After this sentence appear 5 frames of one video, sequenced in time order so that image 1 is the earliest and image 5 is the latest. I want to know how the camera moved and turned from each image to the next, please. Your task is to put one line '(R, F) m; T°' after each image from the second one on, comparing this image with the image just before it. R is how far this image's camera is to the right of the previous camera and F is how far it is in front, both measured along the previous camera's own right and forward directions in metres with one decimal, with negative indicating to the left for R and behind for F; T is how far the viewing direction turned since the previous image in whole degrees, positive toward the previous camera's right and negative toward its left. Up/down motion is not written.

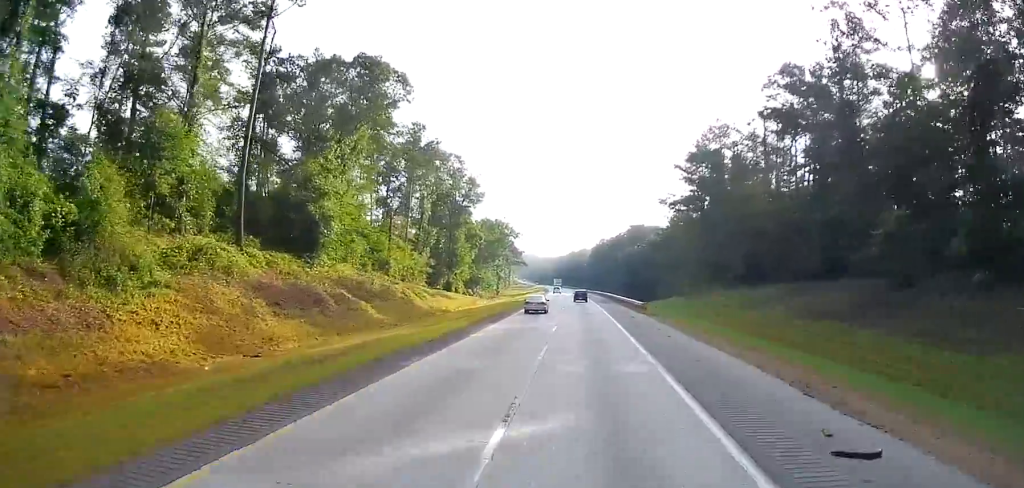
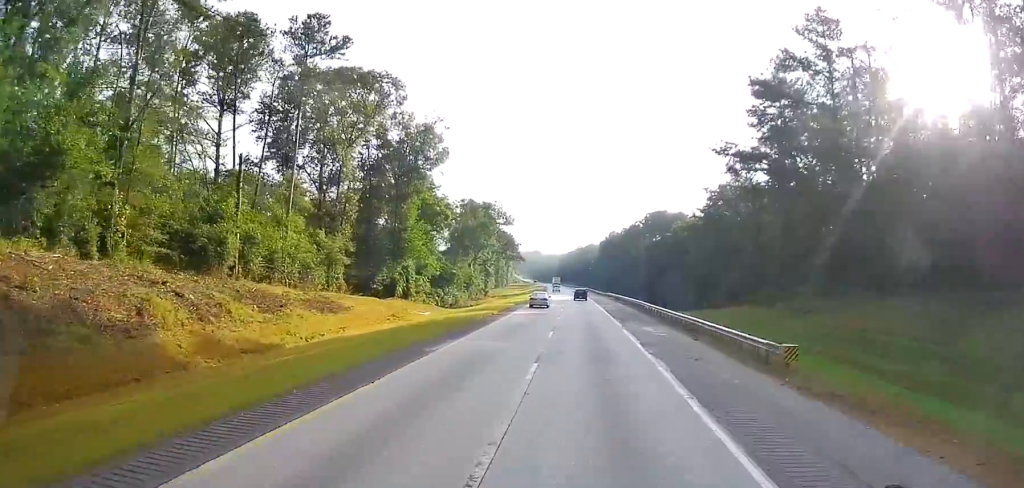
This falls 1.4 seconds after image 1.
(-1.4, +40.7) m; -2°
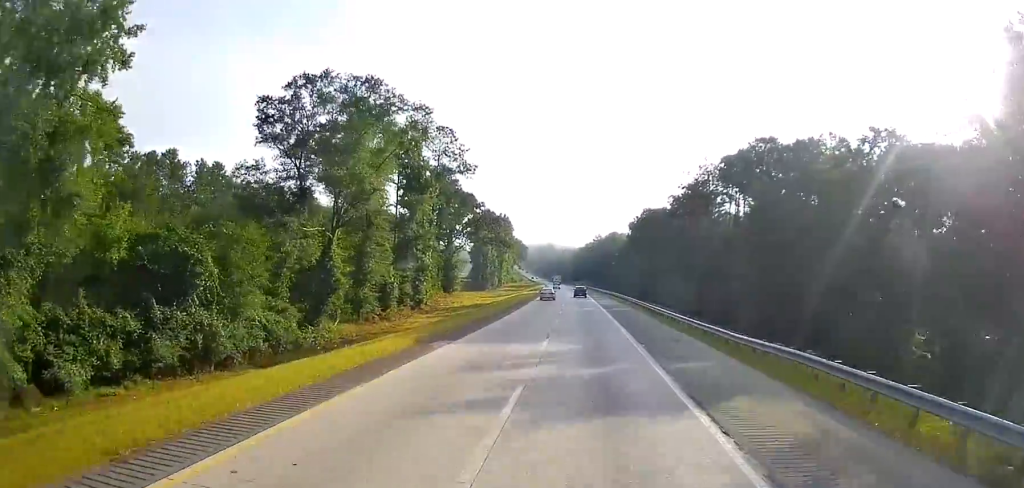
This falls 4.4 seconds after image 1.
(-1.1, +90.1) m; -1°
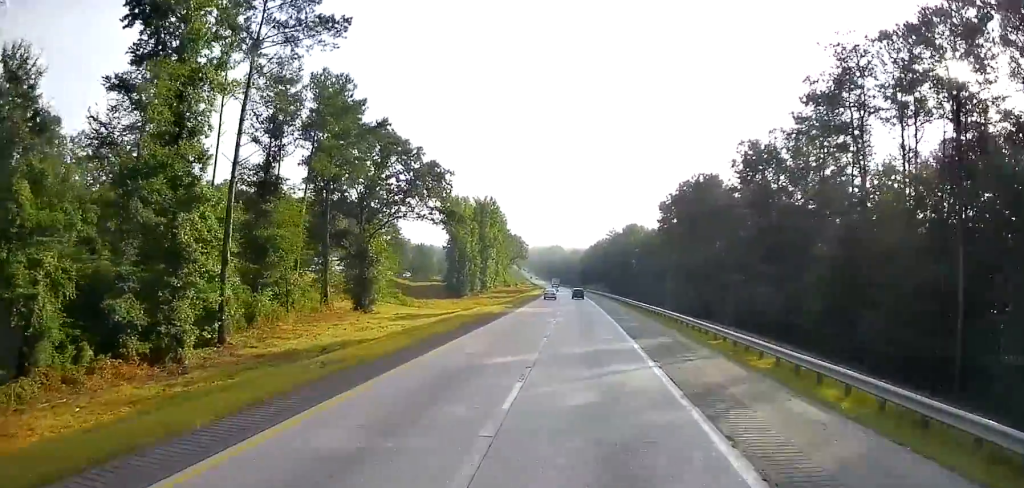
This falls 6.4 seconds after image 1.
(-0.2, +60.6) m; -1°
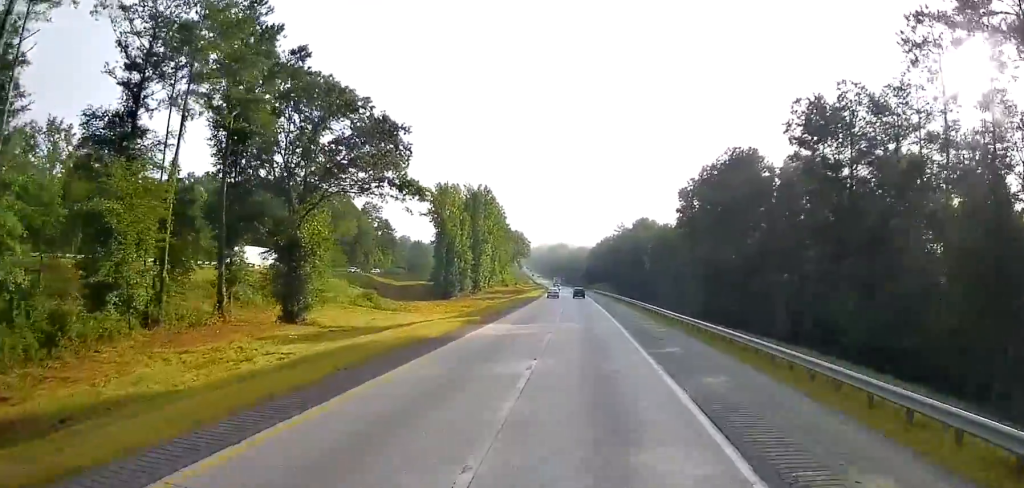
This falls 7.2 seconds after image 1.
(-0.2, +22.4) m; 0°
